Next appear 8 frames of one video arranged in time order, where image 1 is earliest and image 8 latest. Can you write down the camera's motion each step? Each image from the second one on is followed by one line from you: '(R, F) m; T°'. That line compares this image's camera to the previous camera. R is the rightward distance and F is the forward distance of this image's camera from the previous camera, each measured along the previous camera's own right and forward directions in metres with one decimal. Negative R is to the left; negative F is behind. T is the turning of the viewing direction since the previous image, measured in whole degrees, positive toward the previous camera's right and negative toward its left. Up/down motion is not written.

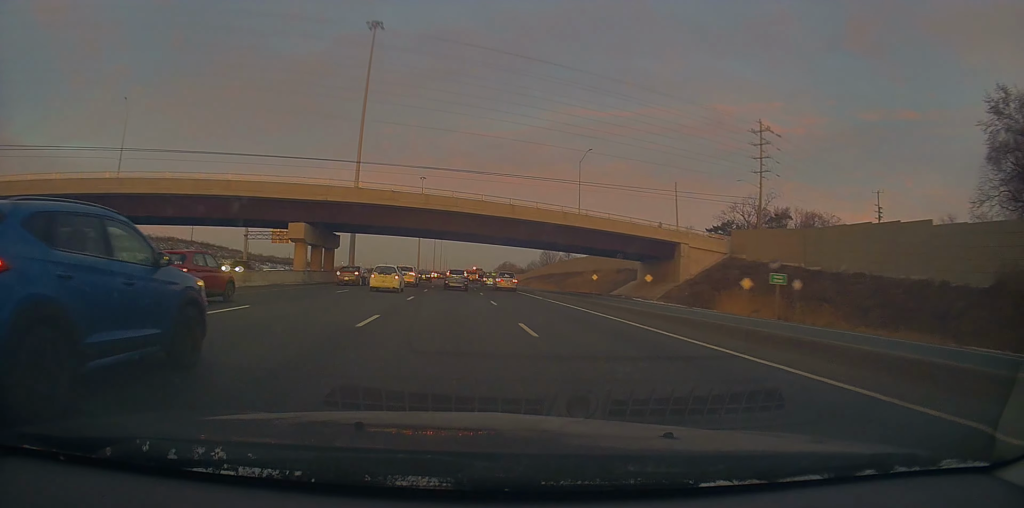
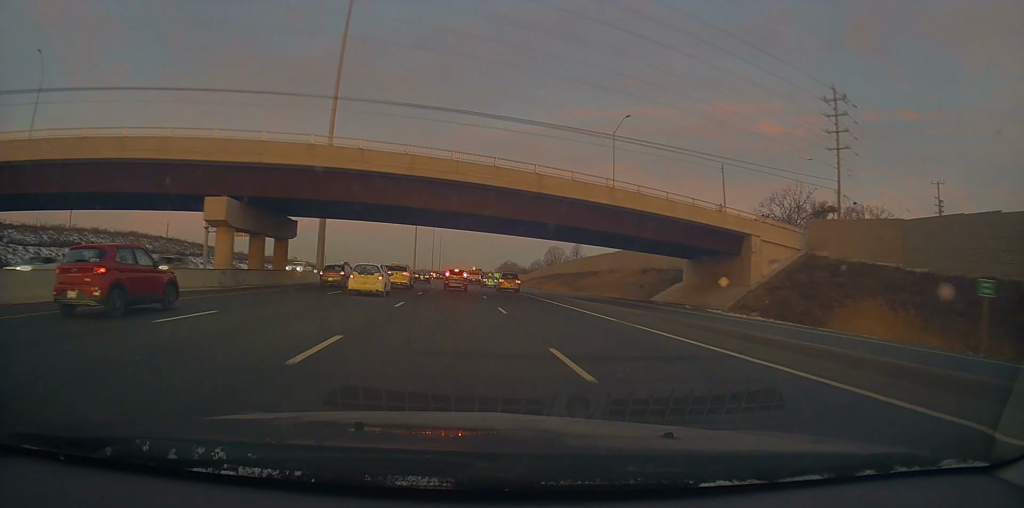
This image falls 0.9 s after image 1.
(-0.4, +16.7) m; -1°
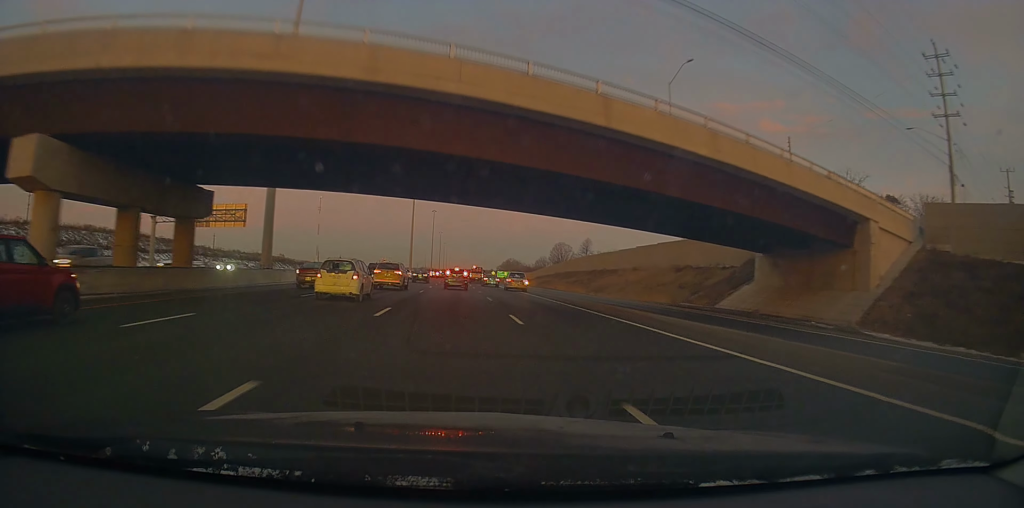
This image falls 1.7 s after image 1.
(0.0, +16.4) m; +1°
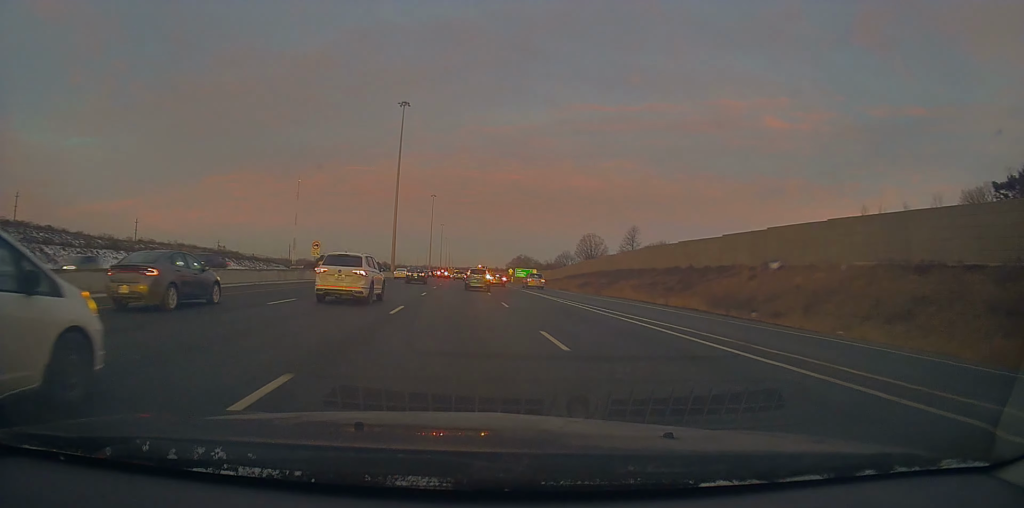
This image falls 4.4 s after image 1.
(+1.0, +54.1) m; 0°
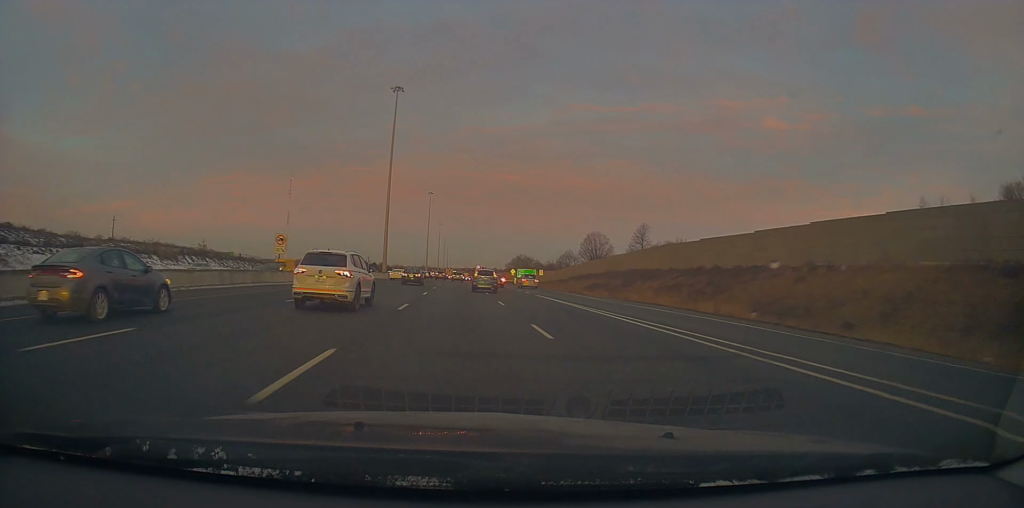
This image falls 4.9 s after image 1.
(-0.1, +10.6) m; -1°
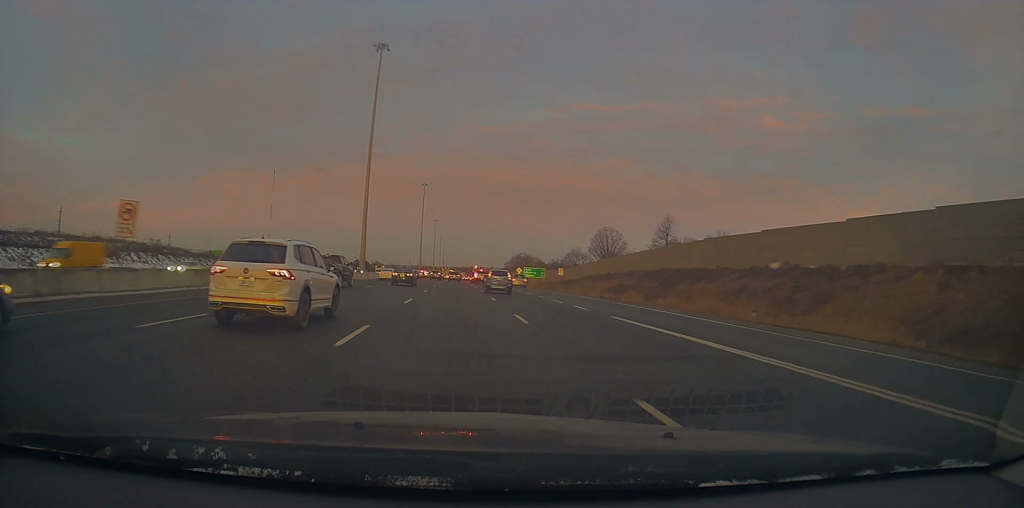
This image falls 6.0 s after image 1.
(+0.1, +21.1) m; +1°
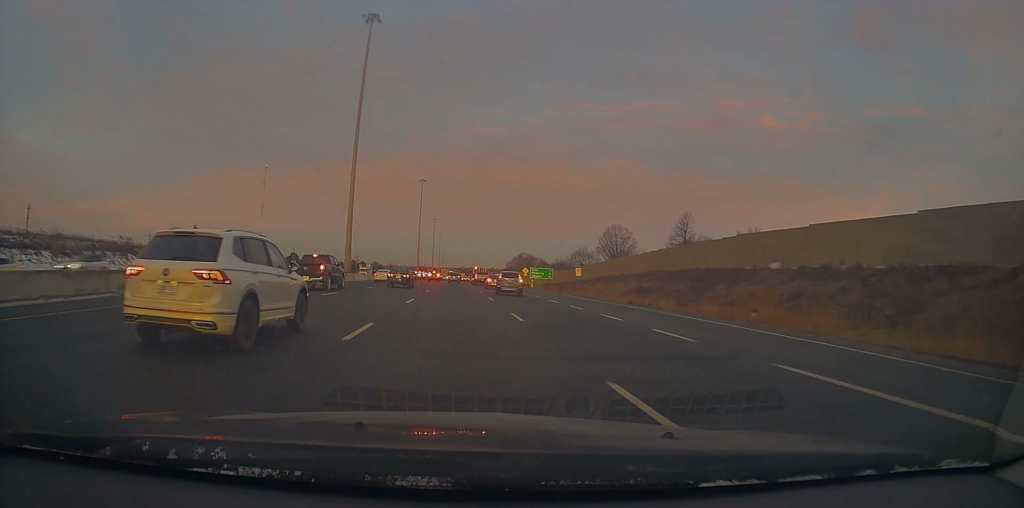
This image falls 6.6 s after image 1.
(+0.3, +11.2) m; 0°
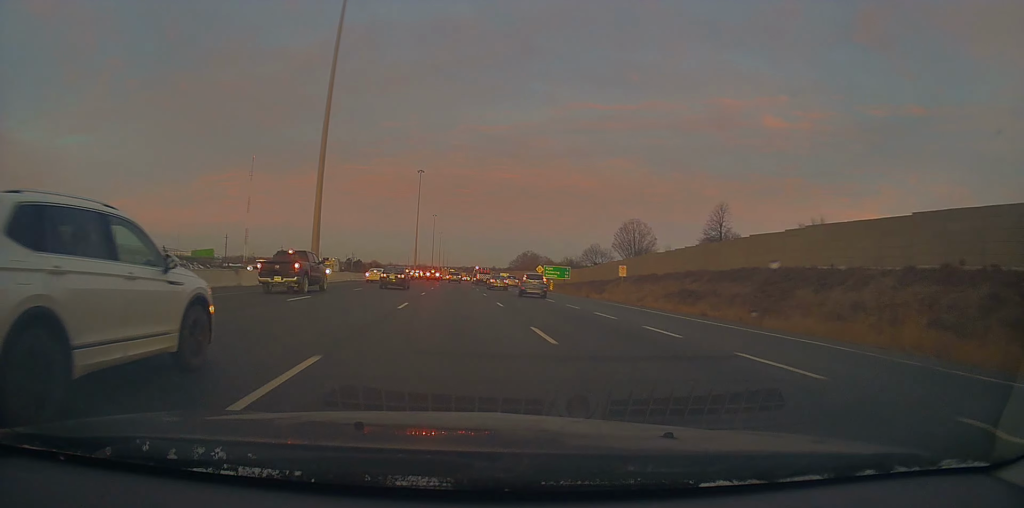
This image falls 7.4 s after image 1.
(-0.1, +17.3) m; 0°
